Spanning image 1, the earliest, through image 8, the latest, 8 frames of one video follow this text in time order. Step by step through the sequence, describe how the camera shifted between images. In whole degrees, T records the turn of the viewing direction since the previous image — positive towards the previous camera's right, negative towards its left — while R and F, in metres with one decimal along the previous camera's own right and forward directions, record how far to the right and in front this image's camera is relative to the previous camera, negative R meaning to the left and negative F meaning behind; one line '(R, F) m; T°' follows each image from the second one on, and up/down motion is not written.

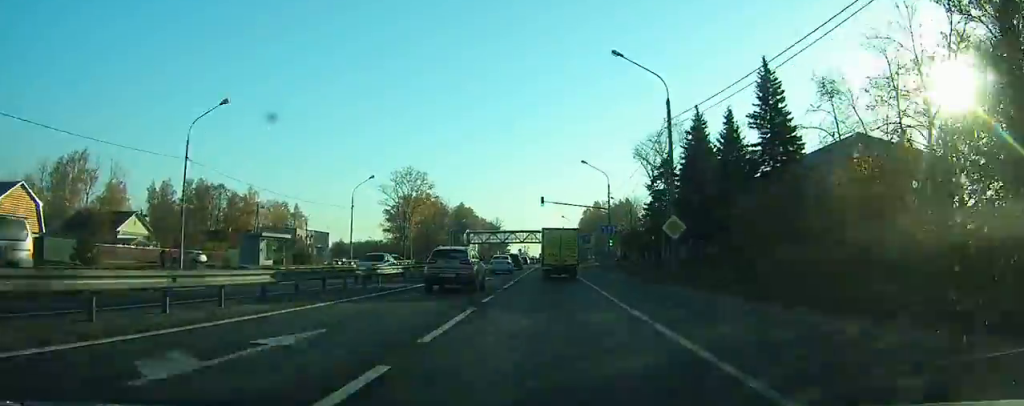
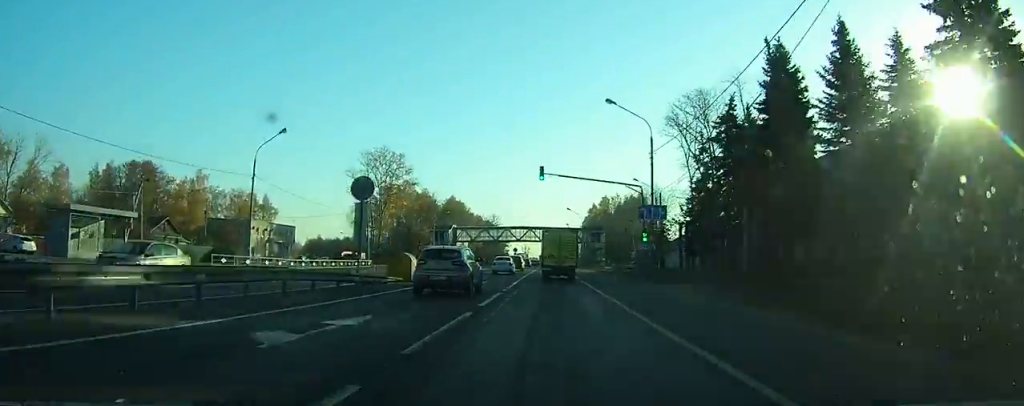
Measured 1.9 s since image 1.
(0.0, +24.4) m; 0°
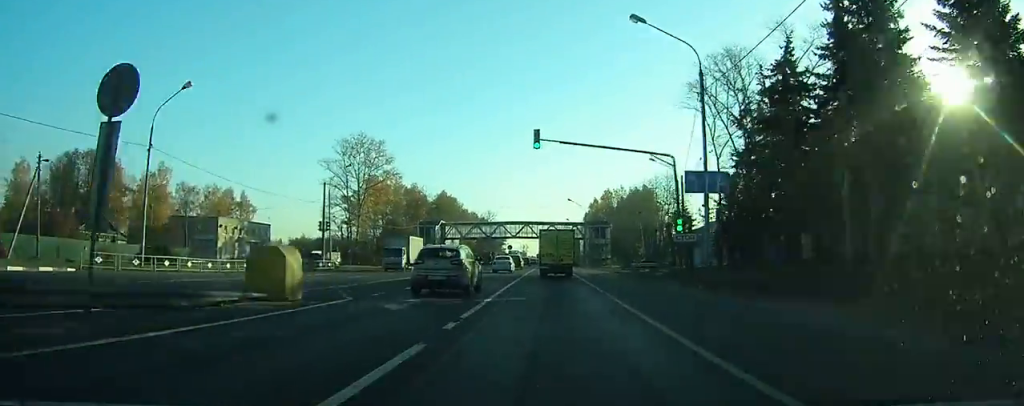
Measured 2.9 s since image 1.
(0.0, +13.0) m; 0°
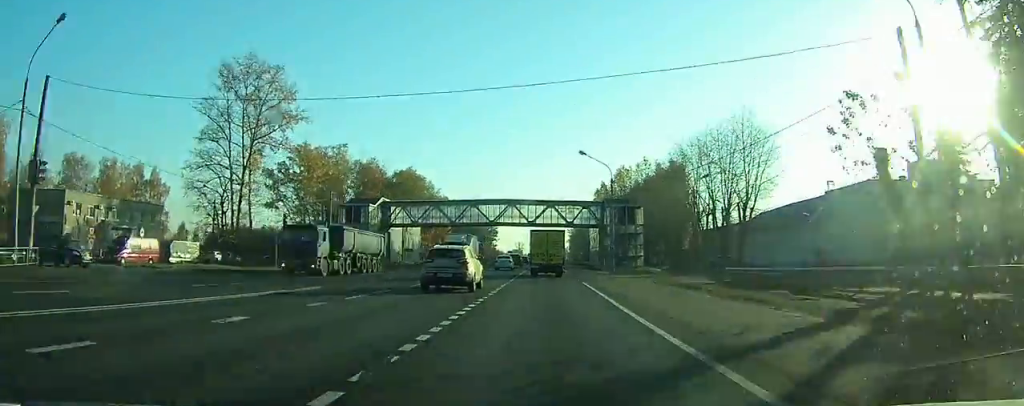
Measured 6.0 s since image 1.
(0.0, +40.9) m; 0°
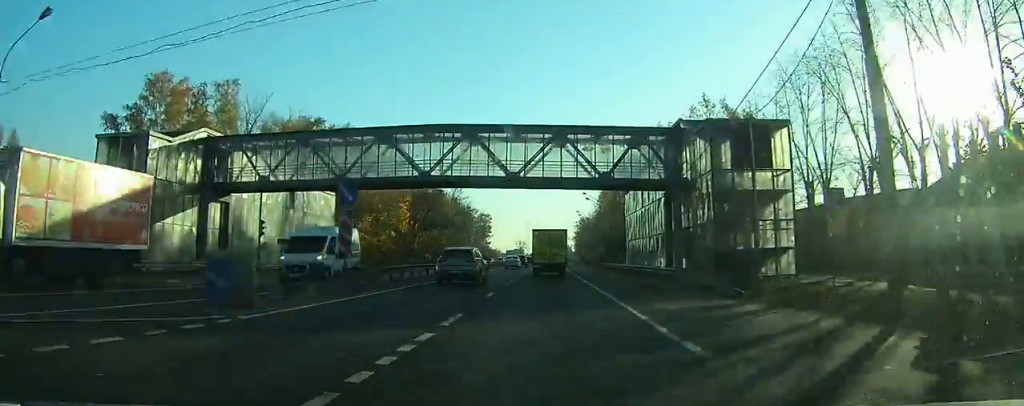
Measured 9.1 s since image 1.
(-0.4, +42.7) m; -1°
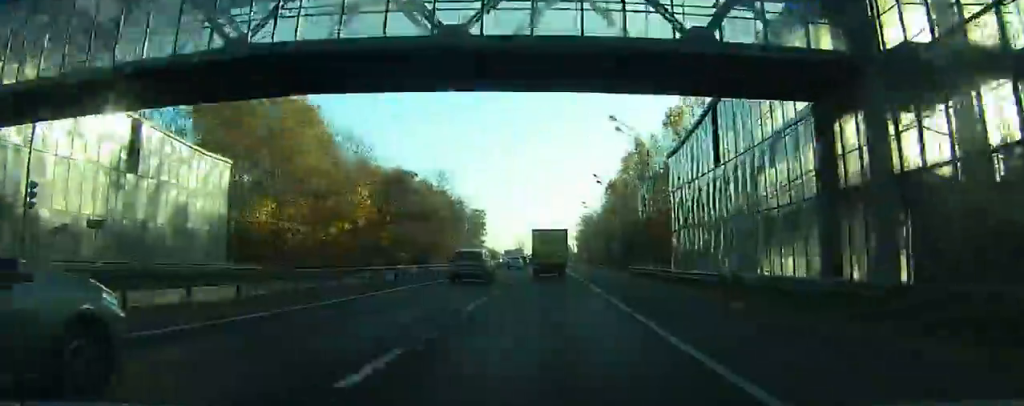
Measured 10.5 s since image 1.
(0.0, +20.9) m; 0°
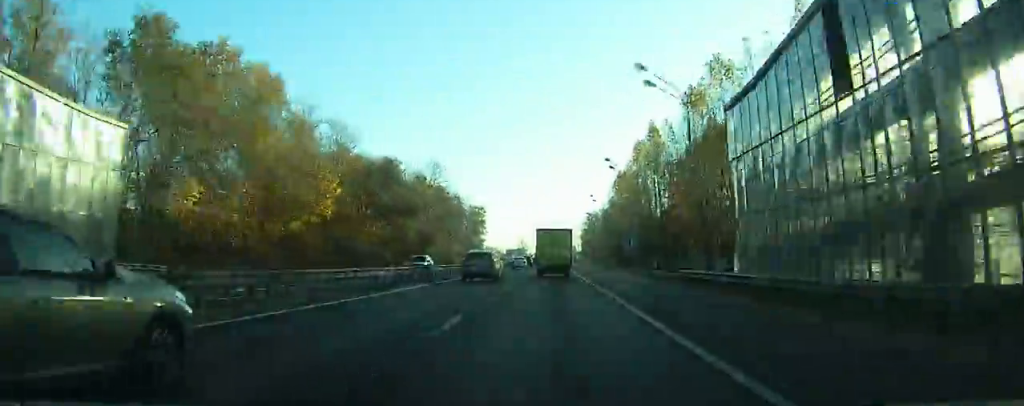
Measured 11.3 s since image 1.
(0.0, +11.6) m; 0°
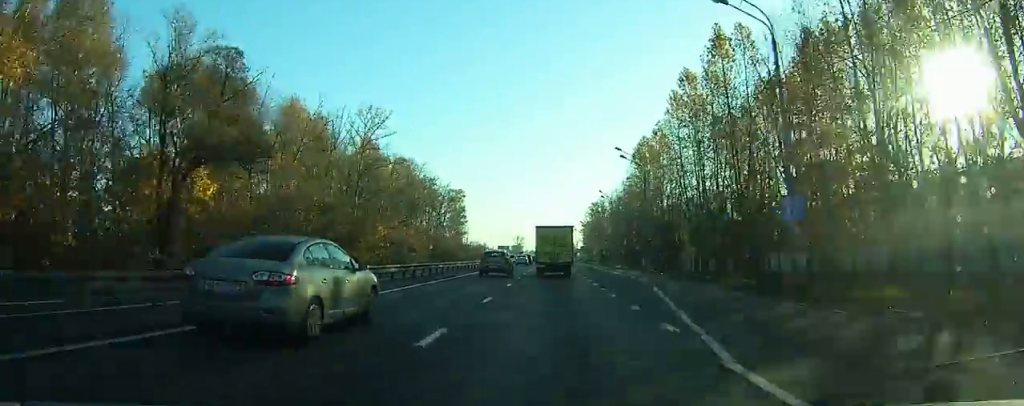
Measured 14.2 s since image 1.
(-0.2, +41.4) m; 0°
